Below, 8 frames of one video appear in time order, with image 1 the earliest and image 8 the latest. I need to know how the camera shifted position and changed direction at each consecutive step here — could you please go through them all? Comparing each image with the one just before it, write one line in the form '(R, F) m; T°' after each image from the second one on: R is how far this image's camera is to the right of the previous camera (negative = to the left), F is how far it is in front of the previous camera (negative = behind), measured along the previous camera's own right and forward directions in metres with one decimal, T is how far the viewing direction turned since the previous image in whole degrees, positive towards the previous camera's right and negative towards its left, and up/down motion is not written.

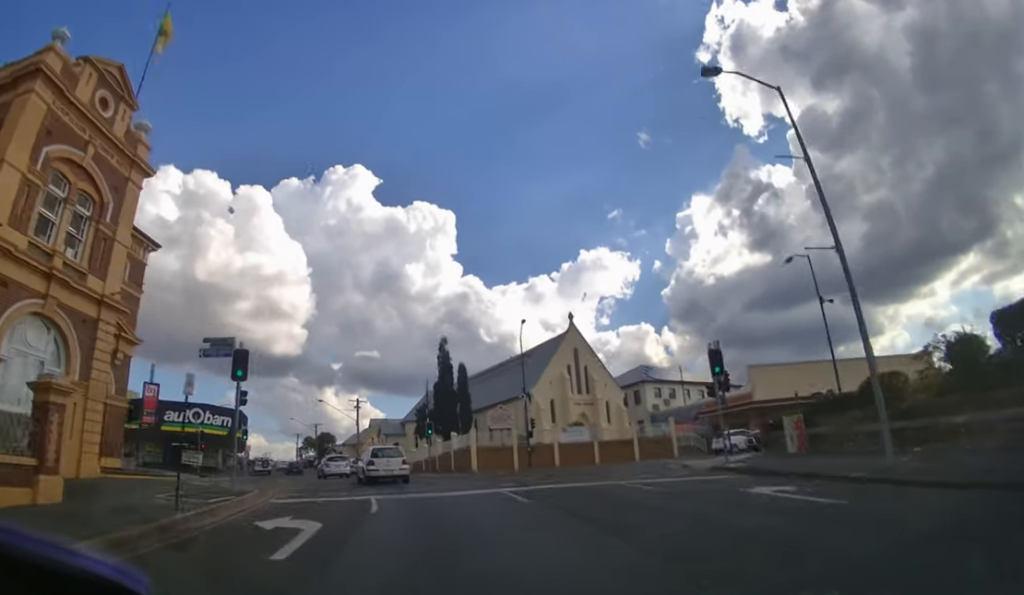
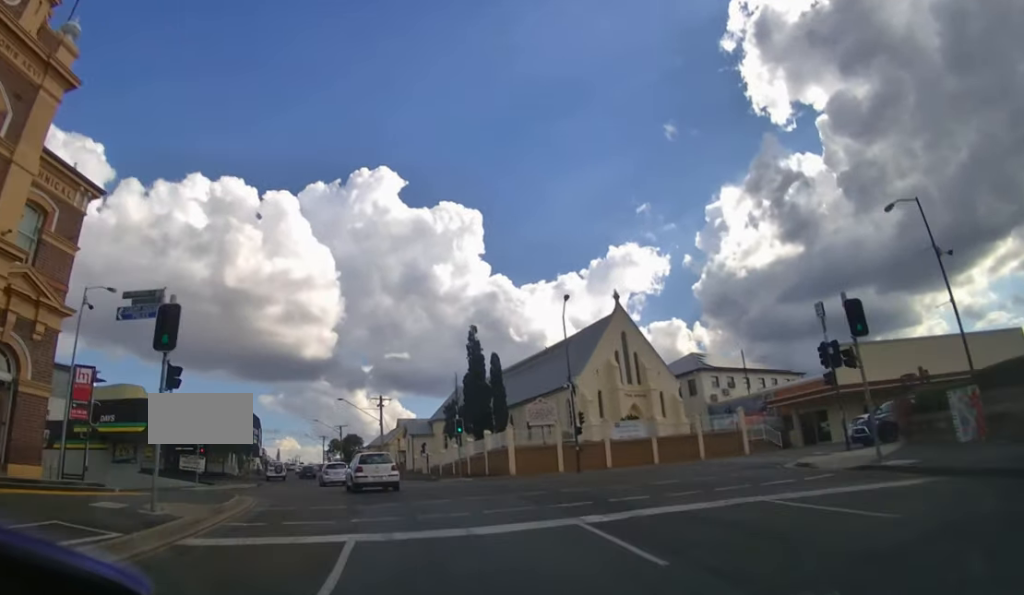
(-0.2, +5.1) m; -3°
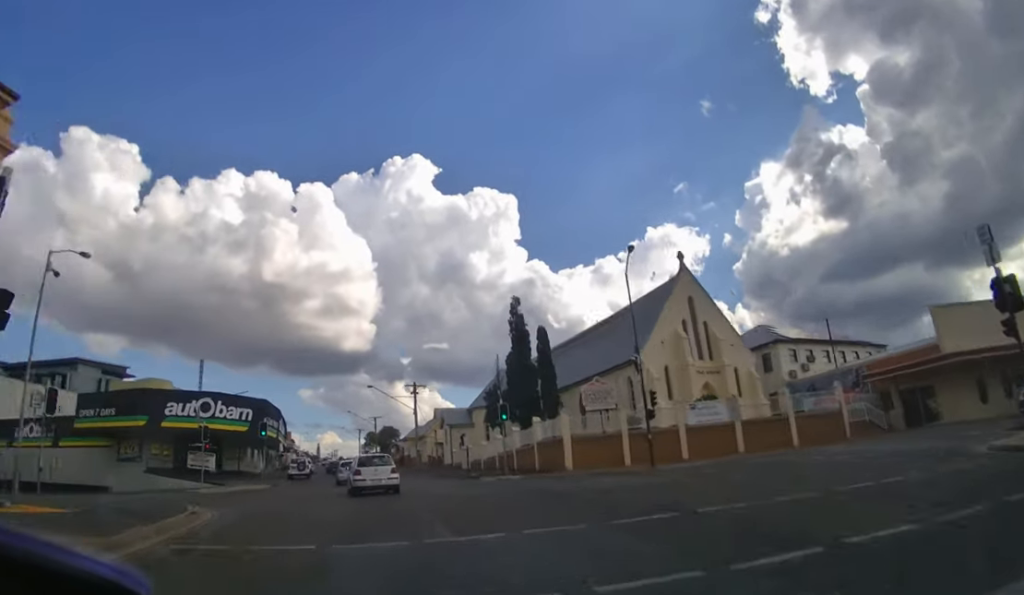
(0.0, +4.7) m; -3°
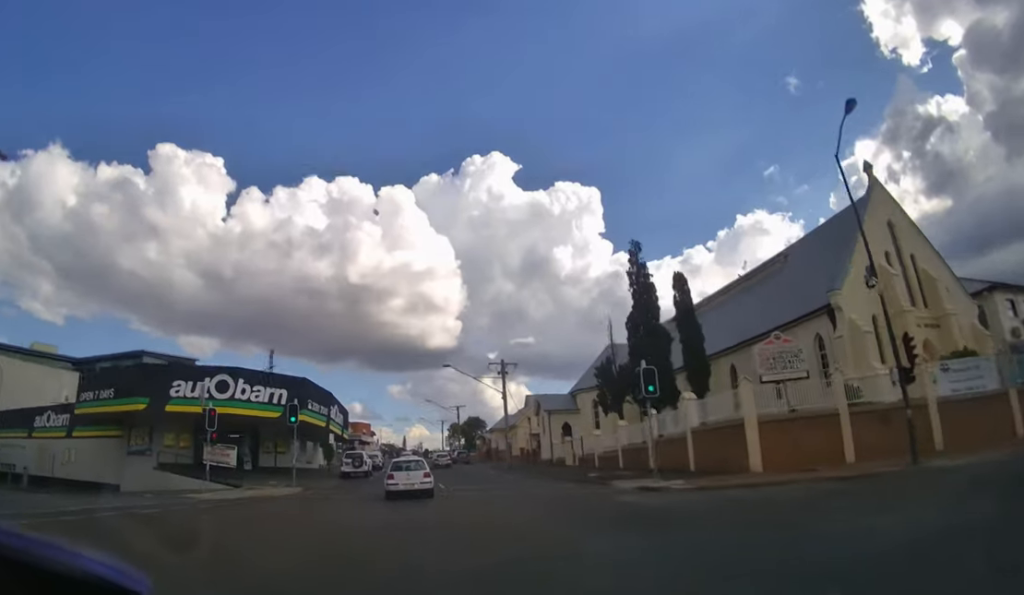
(-0.6, +9.9) m; -8°
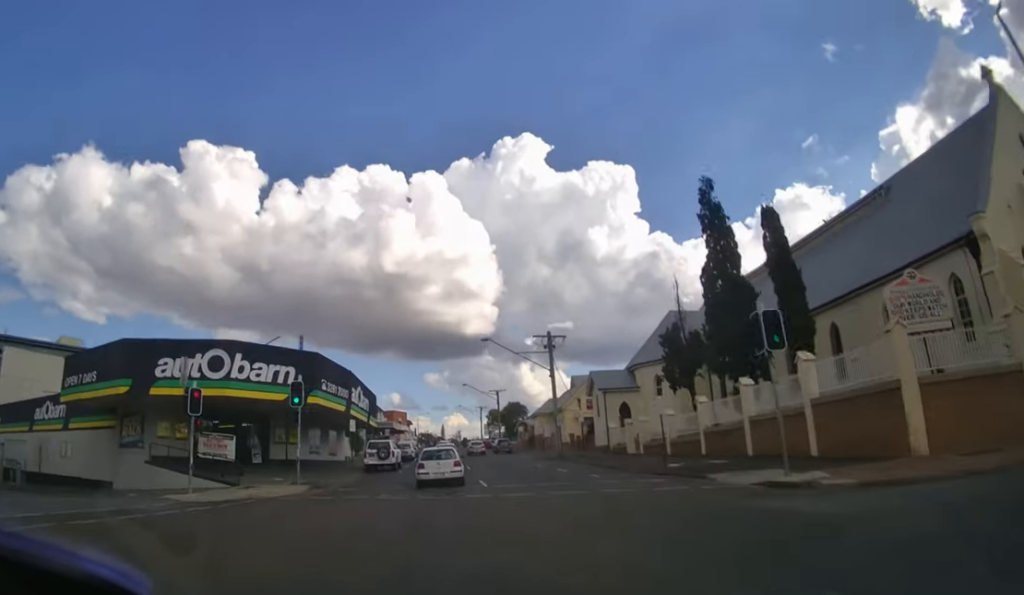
(-0.3, +5.0) m; -3°
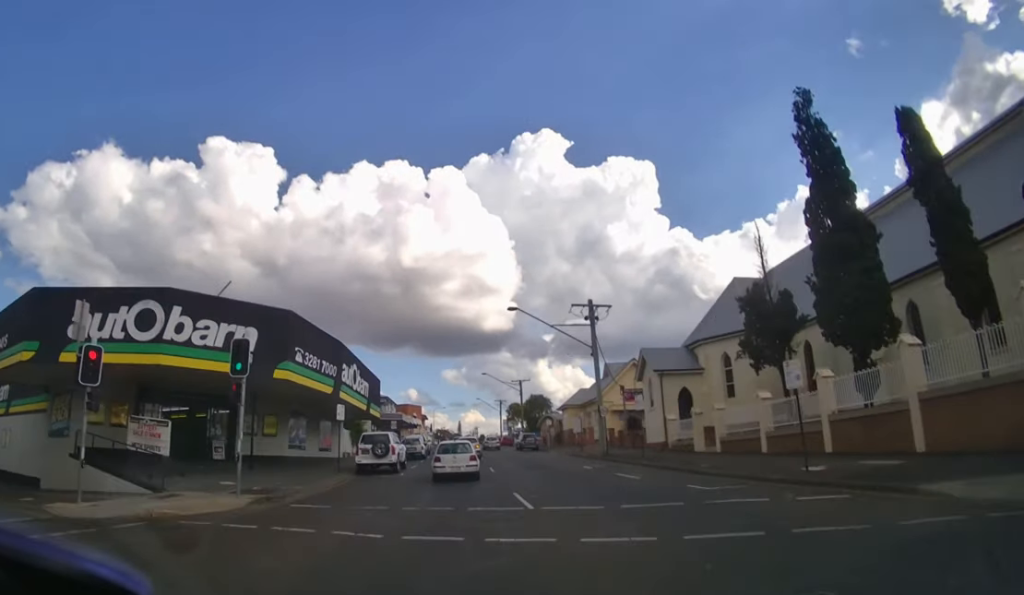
(-0.3, +7.3) m; -4°
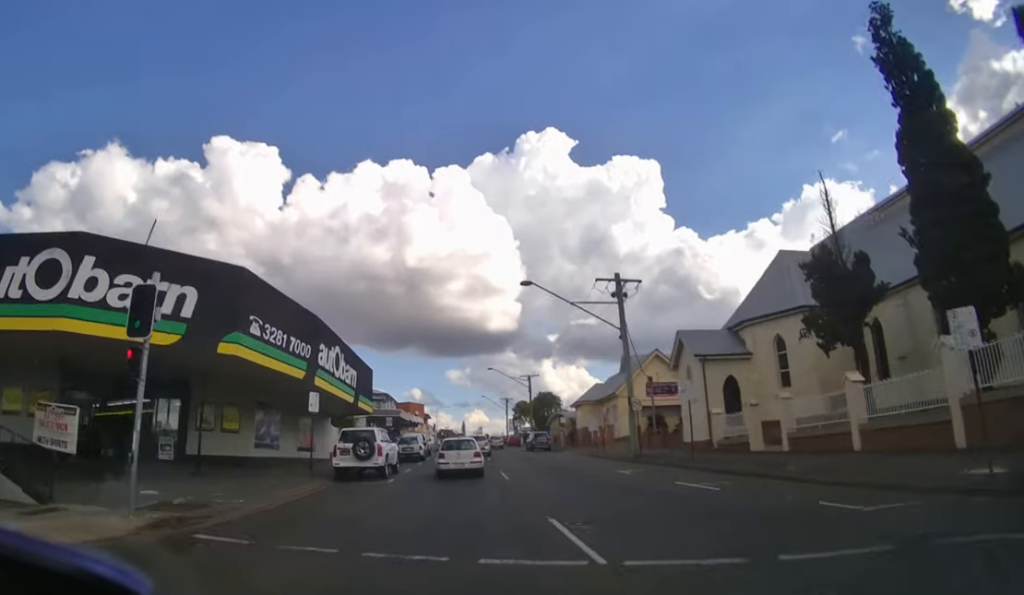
(-0.2, +4.9) m; -1°
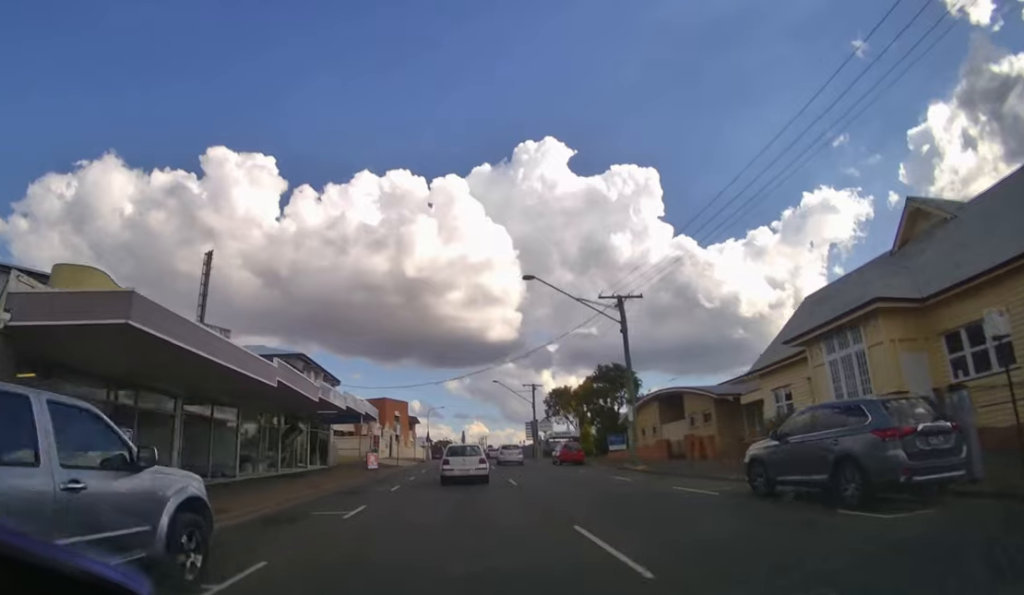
(-0.9, +40.2) m; -1°
